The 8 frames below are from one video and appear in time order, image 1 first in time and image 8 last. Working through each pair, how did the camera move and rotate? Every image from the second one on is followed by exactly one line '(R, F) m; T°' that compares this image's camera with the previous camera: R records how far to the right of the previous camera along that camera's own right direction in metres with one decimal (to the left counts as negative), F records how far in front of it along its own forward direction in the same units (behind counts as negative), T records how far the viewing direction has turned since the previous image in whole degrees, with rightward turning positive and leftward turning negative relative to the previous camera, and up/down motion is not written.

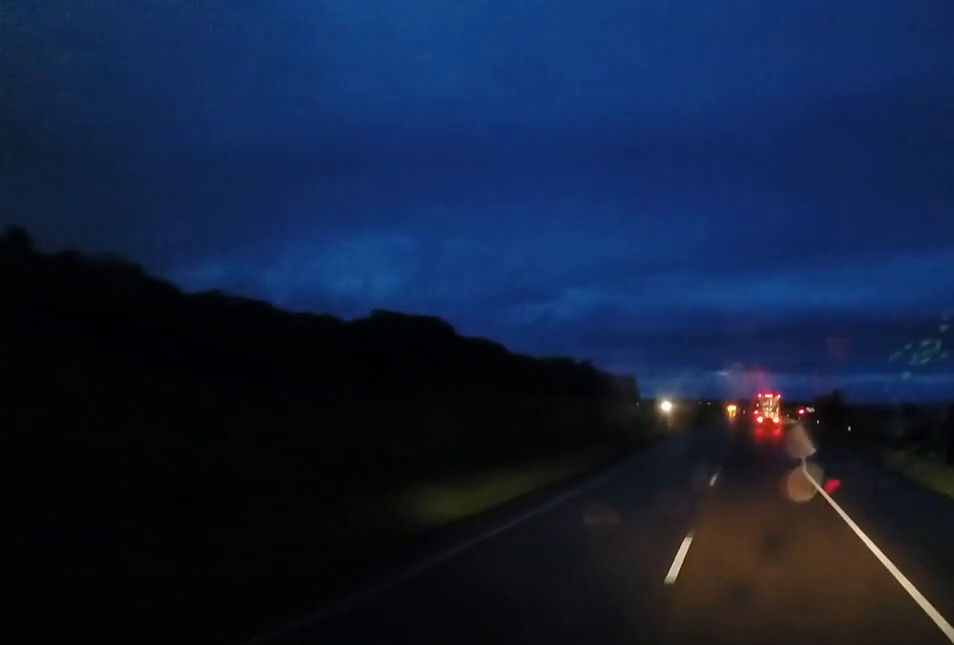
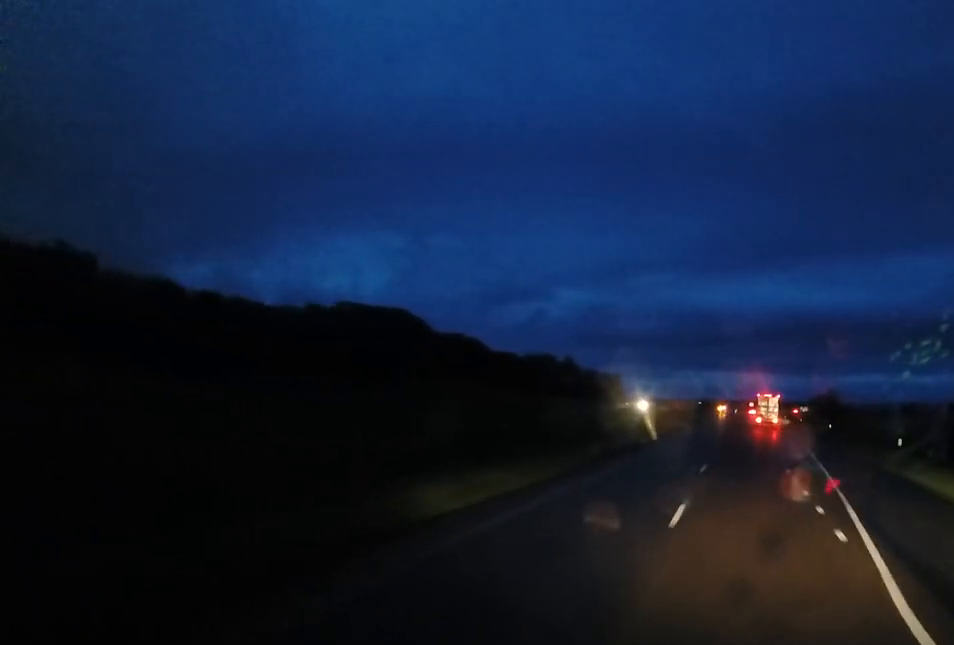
(+0.3, +20.0) m; +1°
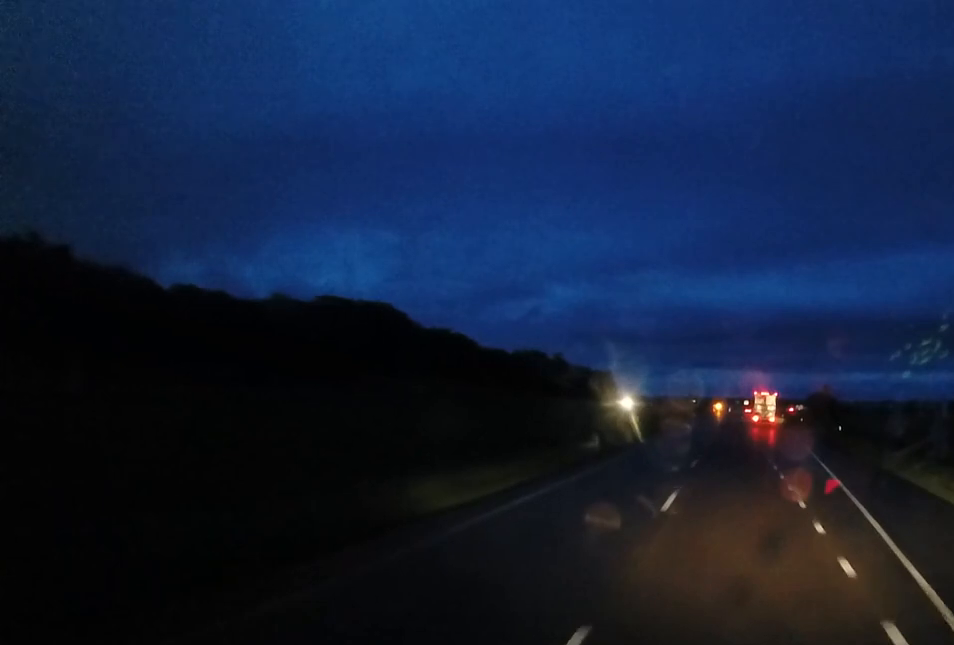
(0.0, +9.9) m; 0°
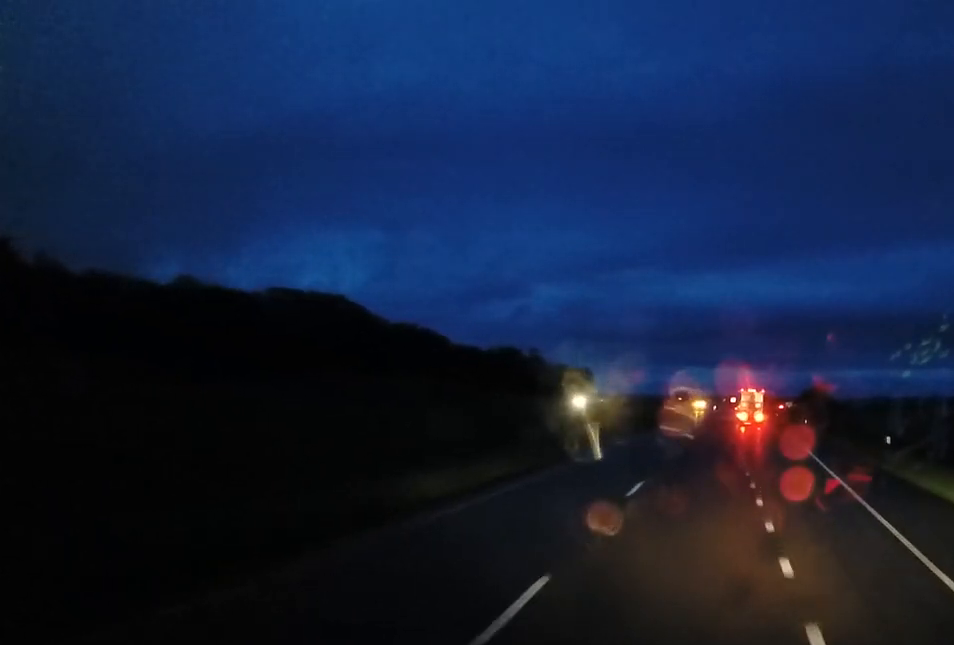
(0.0, +21.4) m; 0°
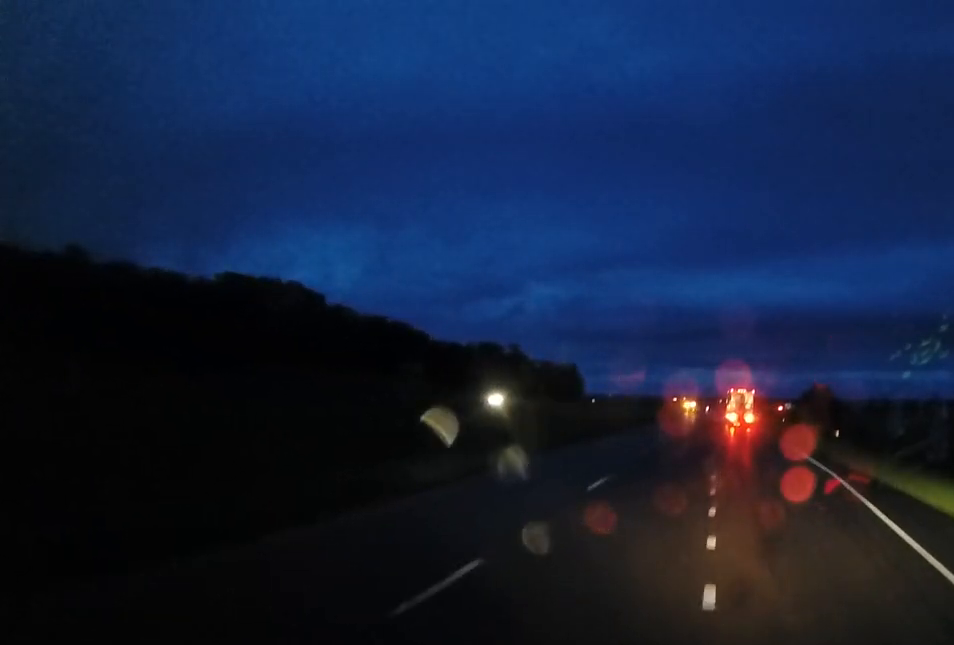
(0.0, +23.0) m; 0°
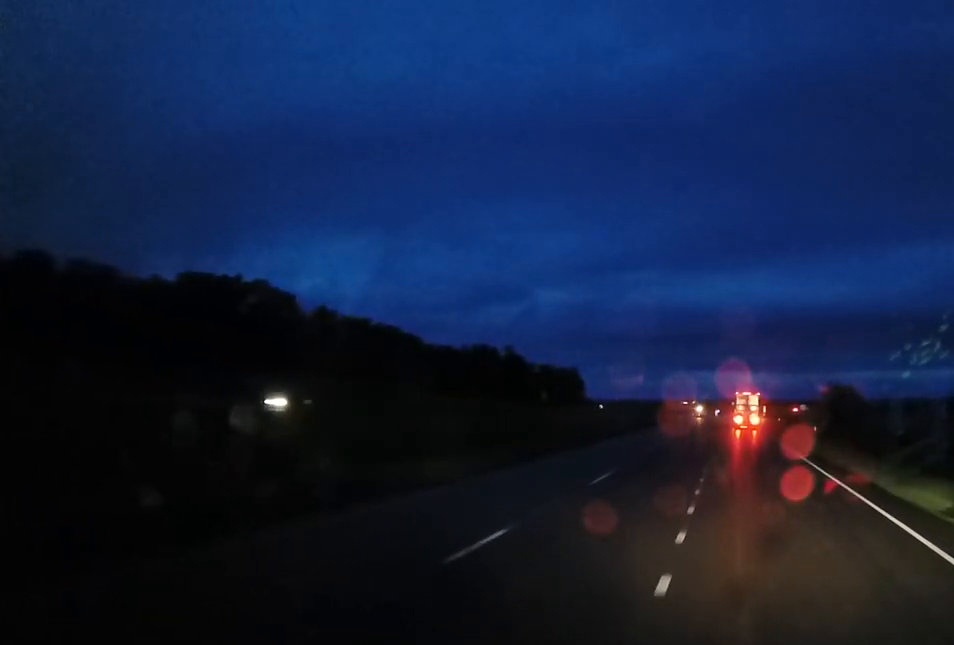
(0.0, +20.8) m; -1°
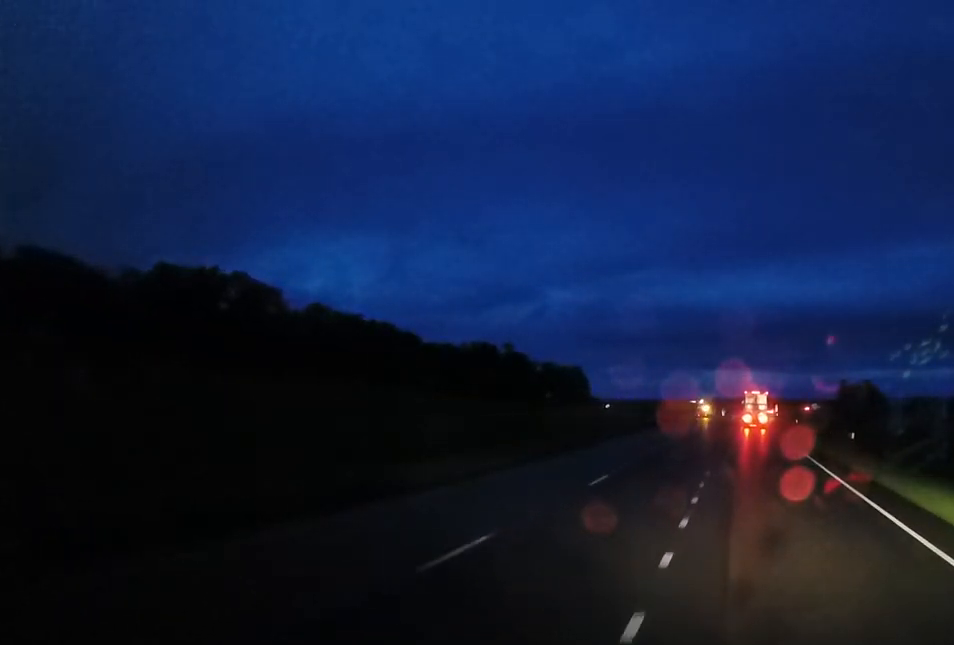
(-0.1, +12.4) m; -1°
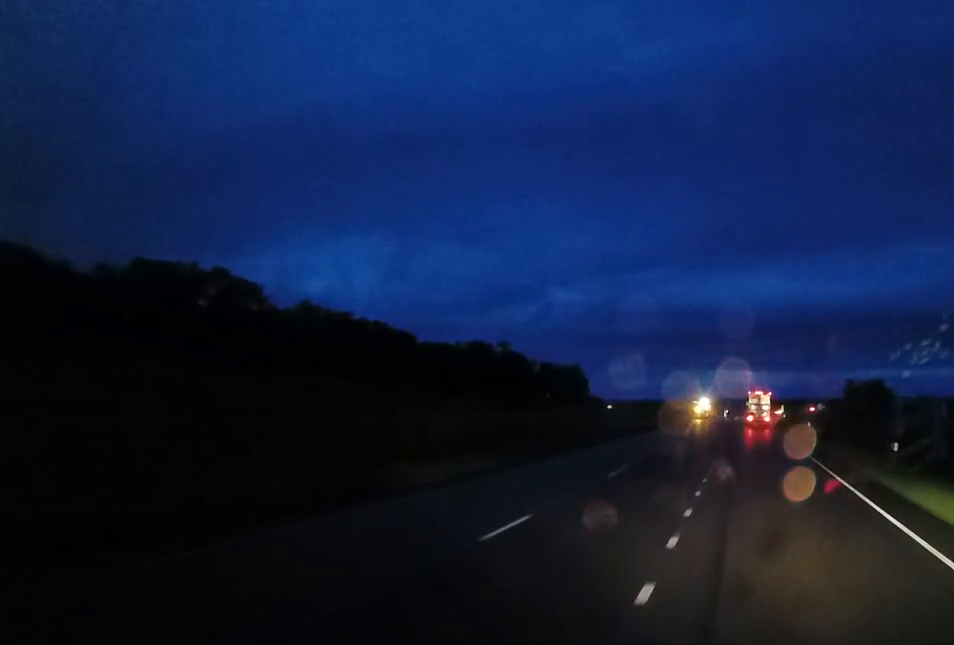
(-0.1, +8.9) m; 0°
